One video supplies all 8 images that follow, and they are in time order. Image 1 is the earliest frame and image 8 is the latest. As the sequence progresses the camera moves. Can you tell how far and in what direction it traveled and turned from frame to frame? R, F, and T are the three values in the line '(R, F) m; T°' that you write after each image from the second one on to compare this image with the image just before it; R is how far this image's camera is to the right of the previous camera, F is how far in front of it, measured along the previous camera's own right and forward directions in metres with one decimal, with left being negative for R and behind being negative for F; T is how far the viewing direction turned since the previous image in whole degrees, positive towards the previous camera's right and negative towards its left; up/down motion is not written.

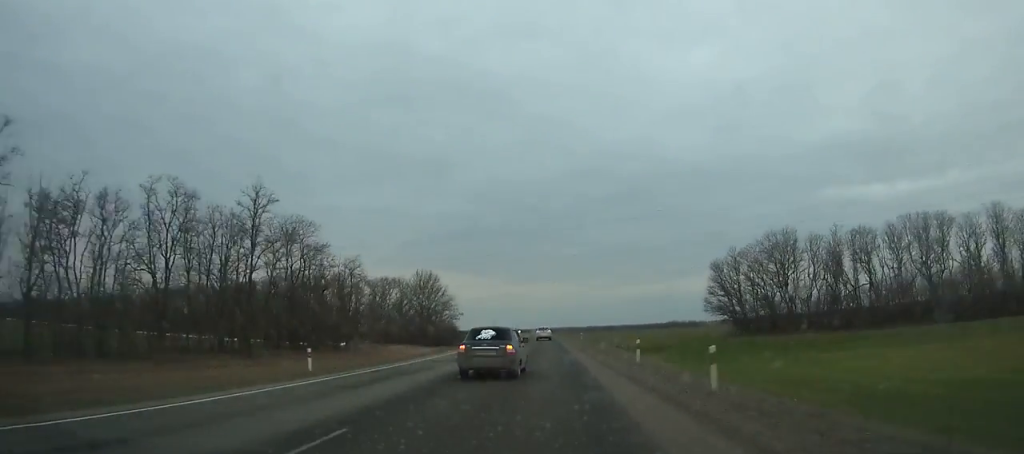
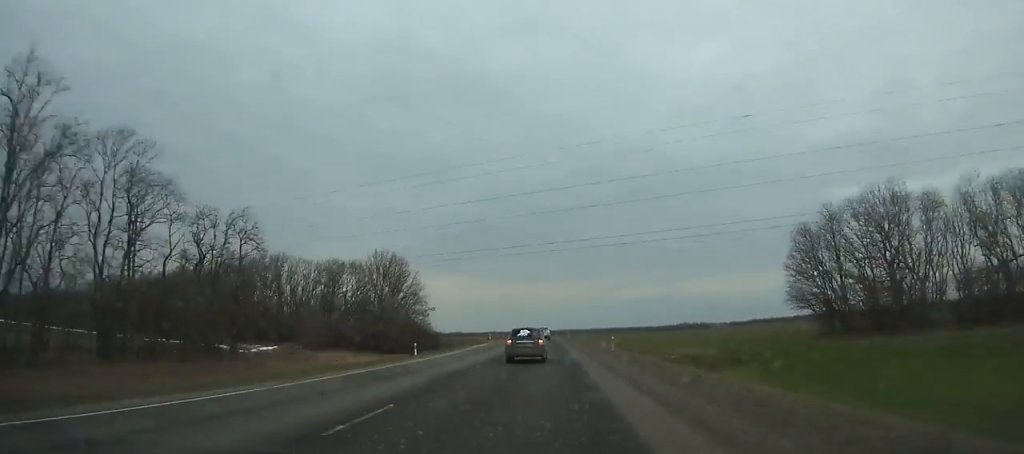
(-0.2, +33.0) m; -1°
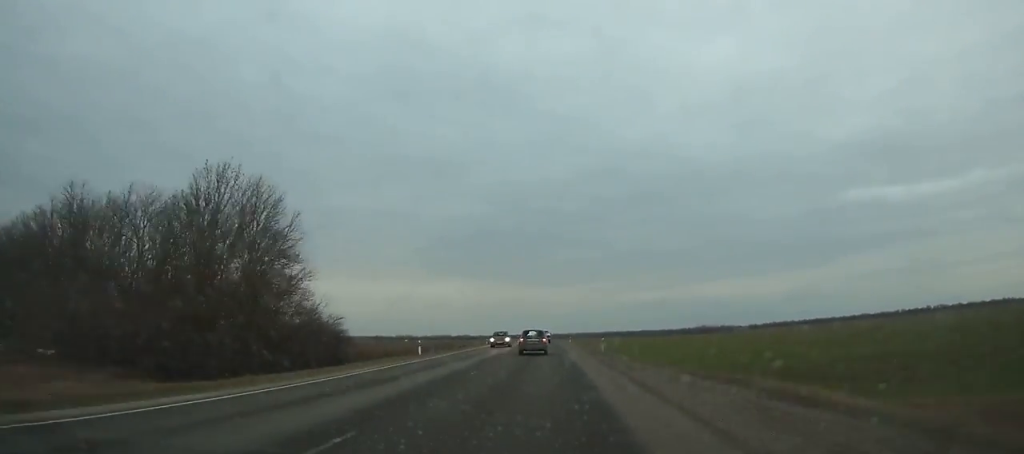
(-0.1, +49.4) m; -1°
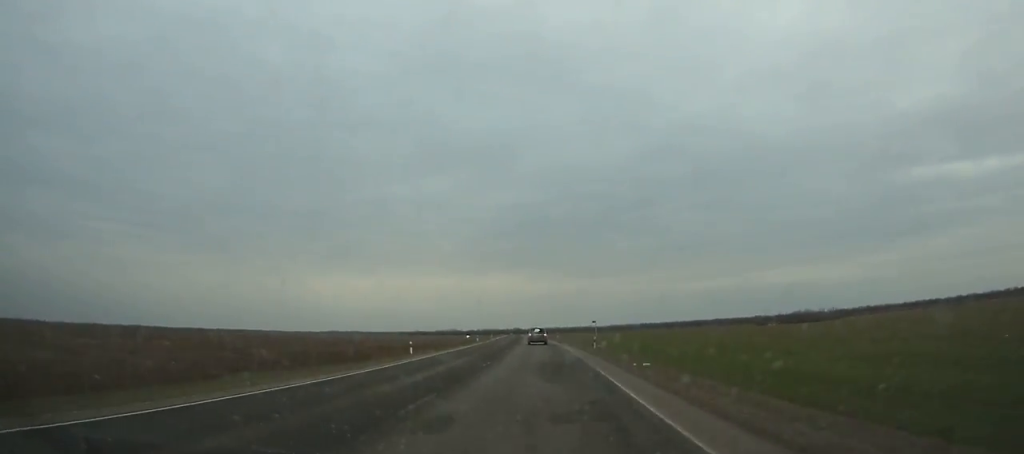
(-7.4, +146.1) m; -6°
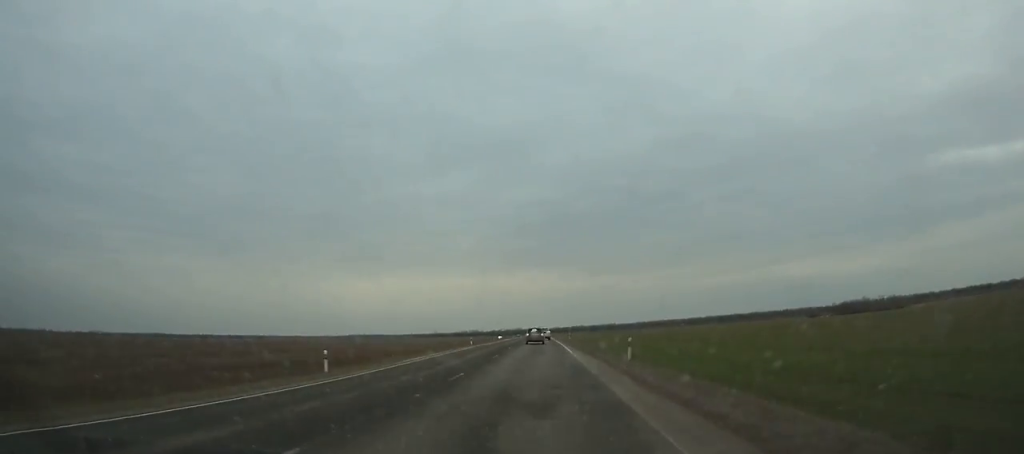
(-1.2, +64.2) m; -2°
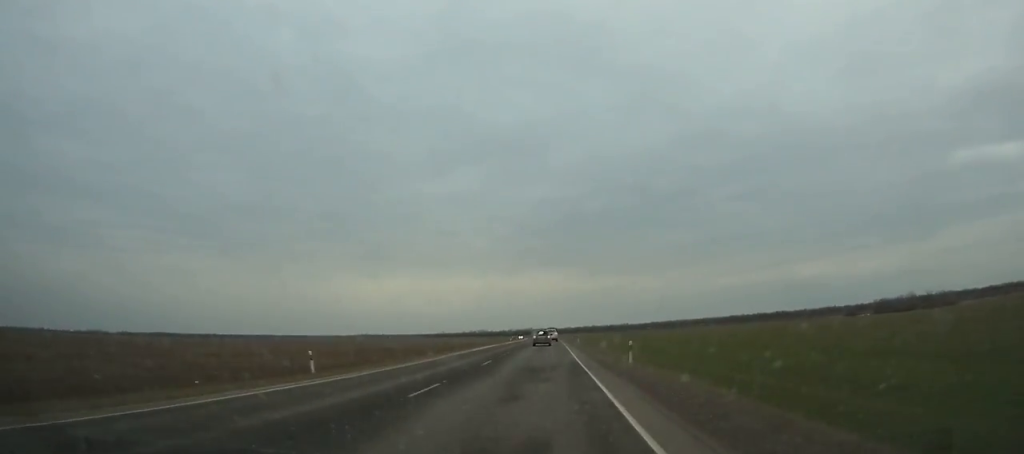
(-0.5, +50.1) m; -1°
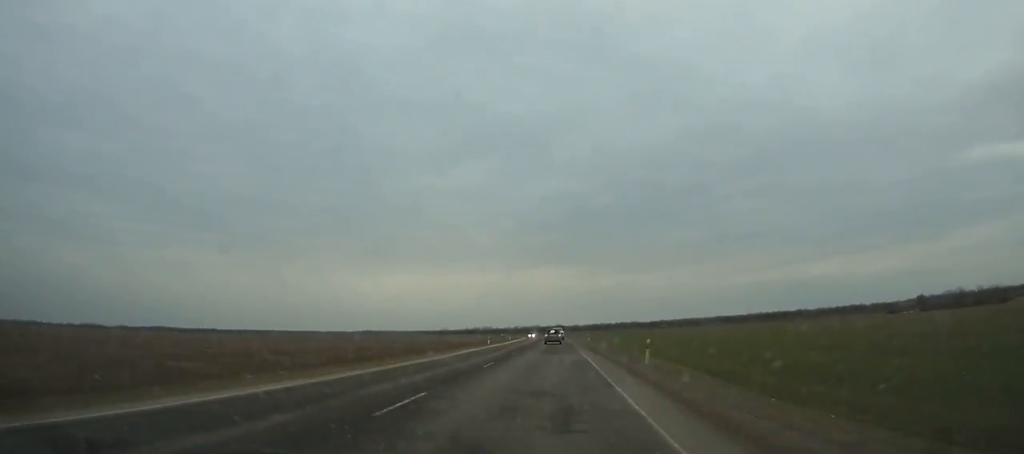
(-0.1, +49.9) m; 0°
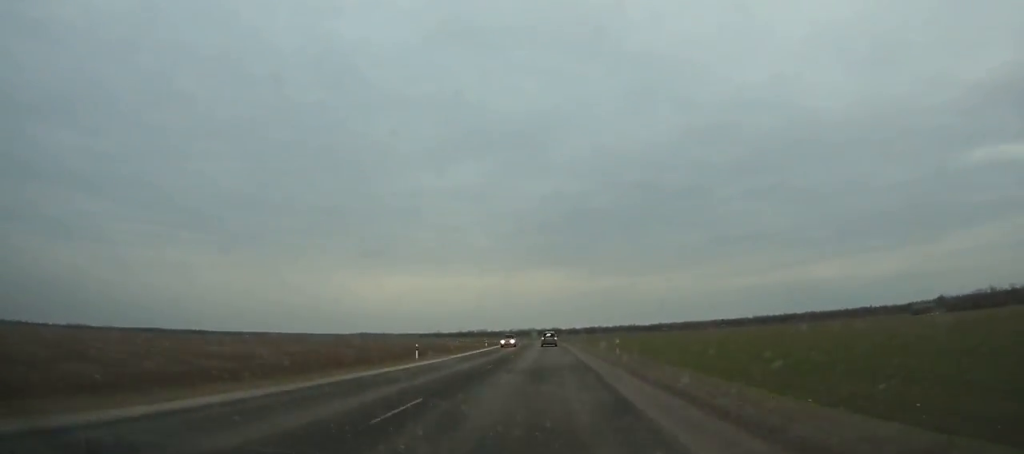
(0.0, +36.3) m; 0°
